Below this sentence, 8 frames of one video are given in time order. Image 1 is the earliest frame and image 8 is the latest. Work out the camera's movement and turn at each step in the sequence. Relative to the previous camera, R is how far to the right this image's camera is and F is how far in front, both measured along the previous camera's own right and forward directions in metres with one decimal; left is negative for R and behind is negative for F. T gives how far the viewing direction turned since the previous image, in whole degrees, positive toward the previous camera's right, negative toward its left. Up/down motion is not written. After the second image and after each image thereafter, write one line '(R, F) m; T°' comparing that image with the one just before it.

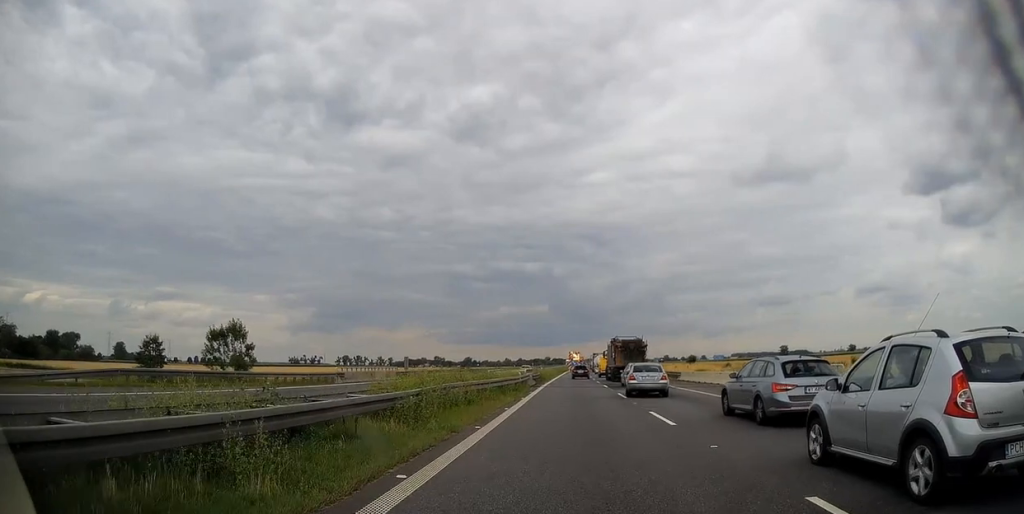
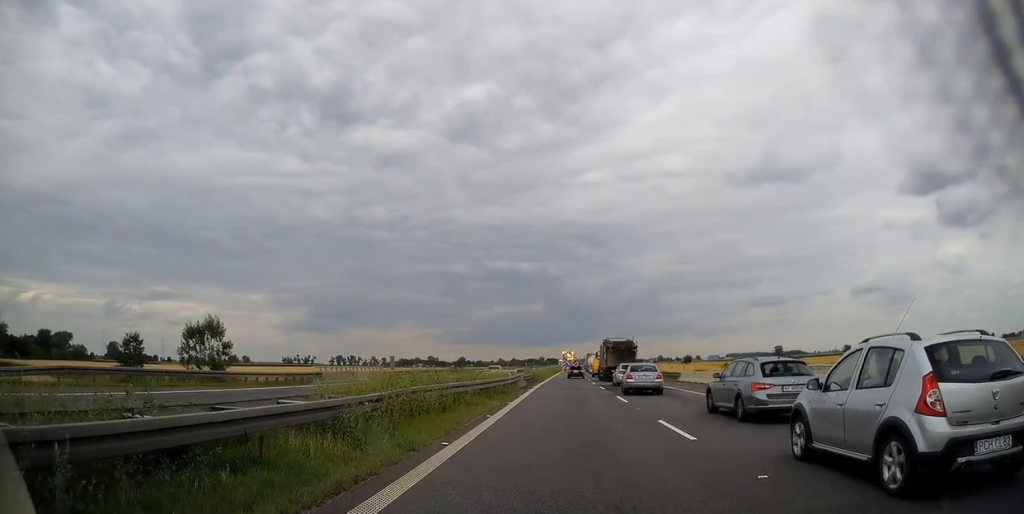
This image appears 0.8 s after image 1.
(0.0, +3.0) m; 0°
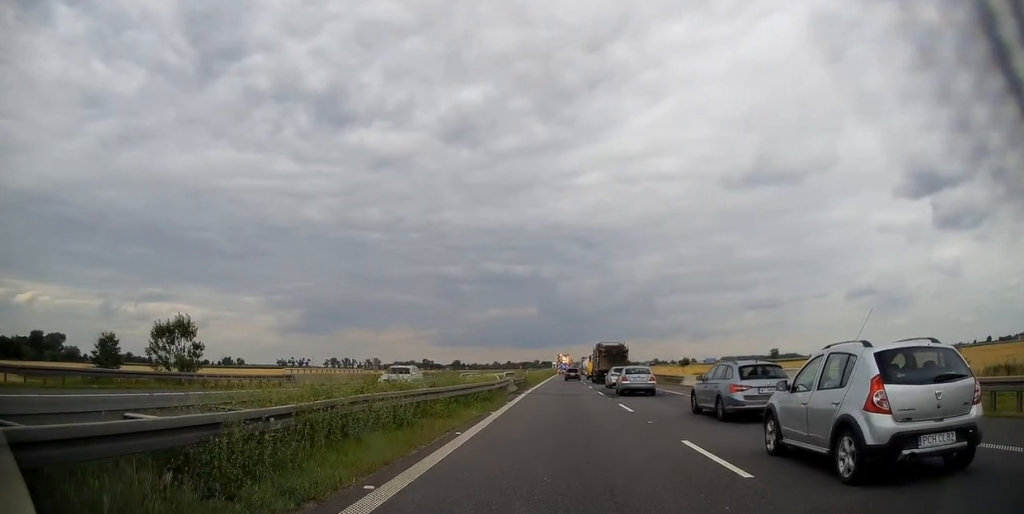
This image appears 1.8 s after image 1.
(0.0, +4.0) m; +1°
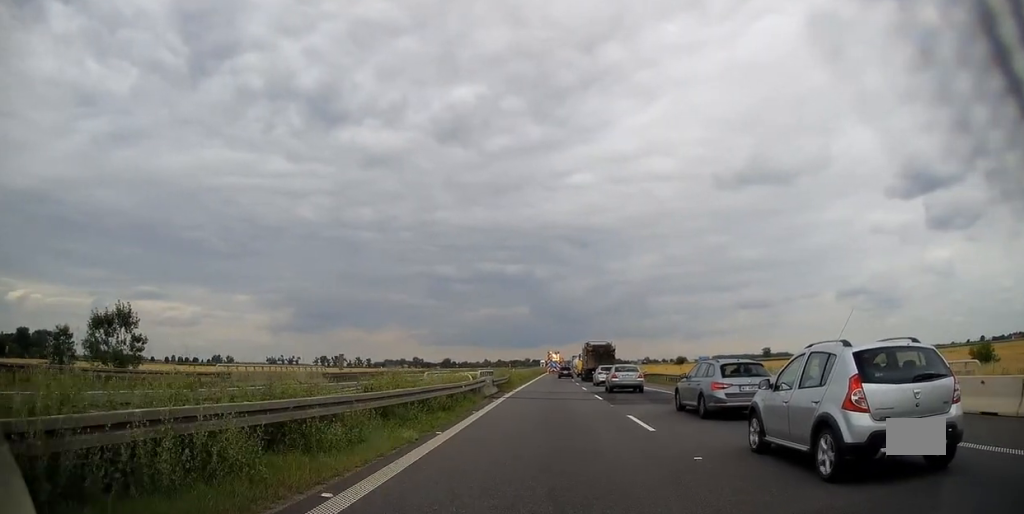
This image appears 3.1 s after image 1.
(0.0, +6.0) m; 0°
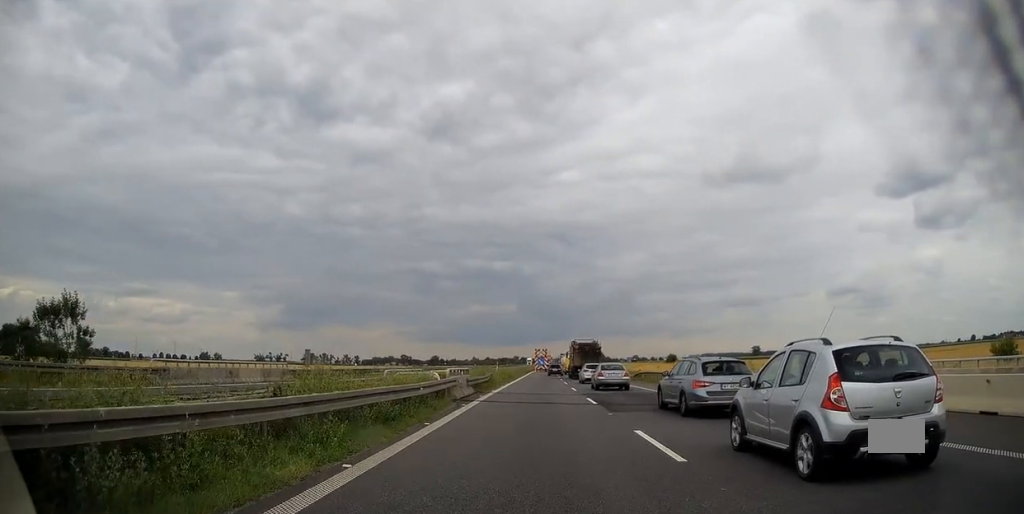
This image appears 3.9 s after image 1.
(0.0, +4.2) m; +2°
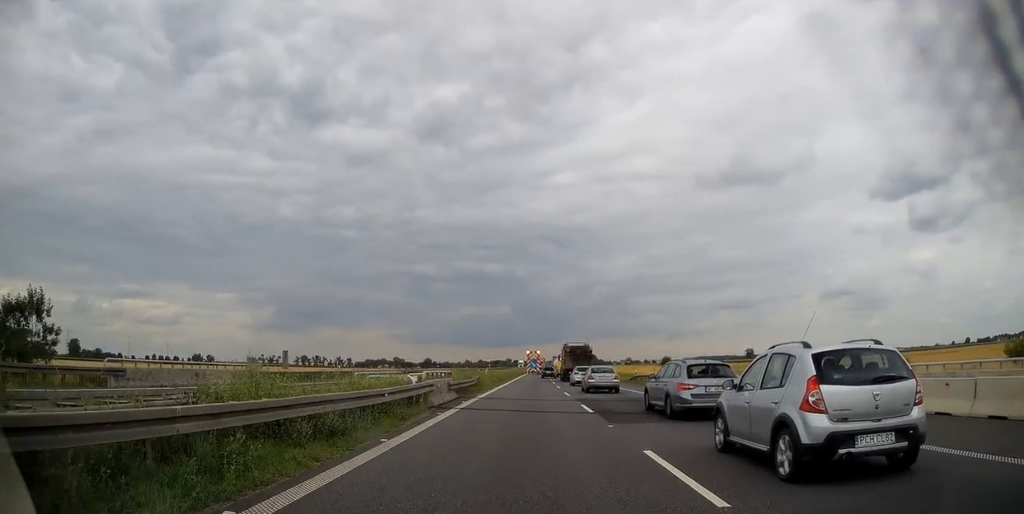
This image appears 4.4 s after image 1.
(+0.1, +2.7) m; +2°
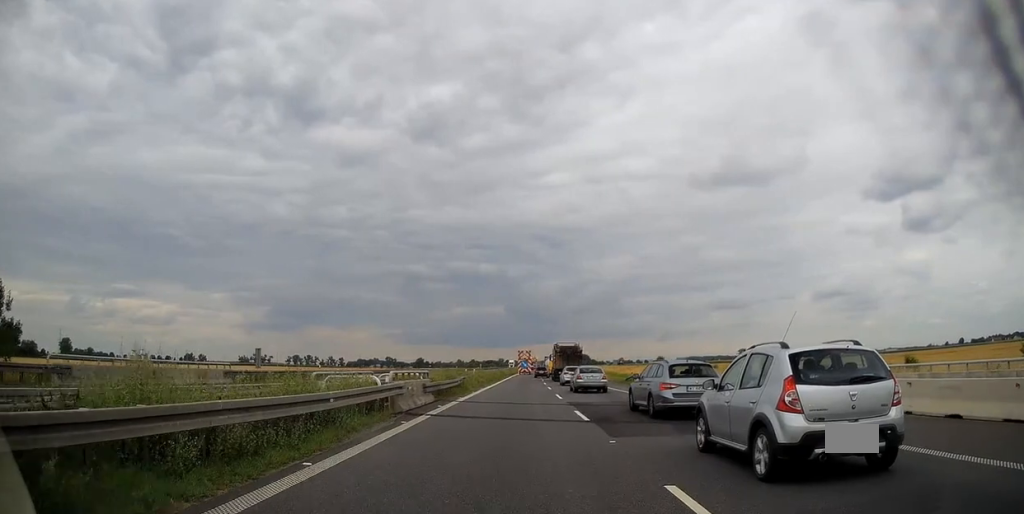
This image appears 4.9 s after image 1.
(+0.1, +2.9) m; +1°
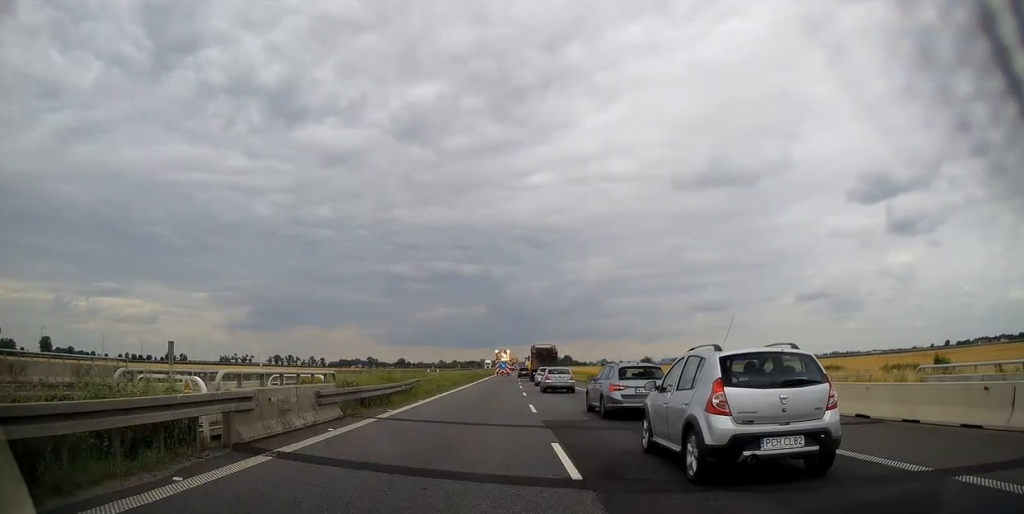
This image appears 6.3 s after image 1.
(-0.1, +8.0) m; -1°
